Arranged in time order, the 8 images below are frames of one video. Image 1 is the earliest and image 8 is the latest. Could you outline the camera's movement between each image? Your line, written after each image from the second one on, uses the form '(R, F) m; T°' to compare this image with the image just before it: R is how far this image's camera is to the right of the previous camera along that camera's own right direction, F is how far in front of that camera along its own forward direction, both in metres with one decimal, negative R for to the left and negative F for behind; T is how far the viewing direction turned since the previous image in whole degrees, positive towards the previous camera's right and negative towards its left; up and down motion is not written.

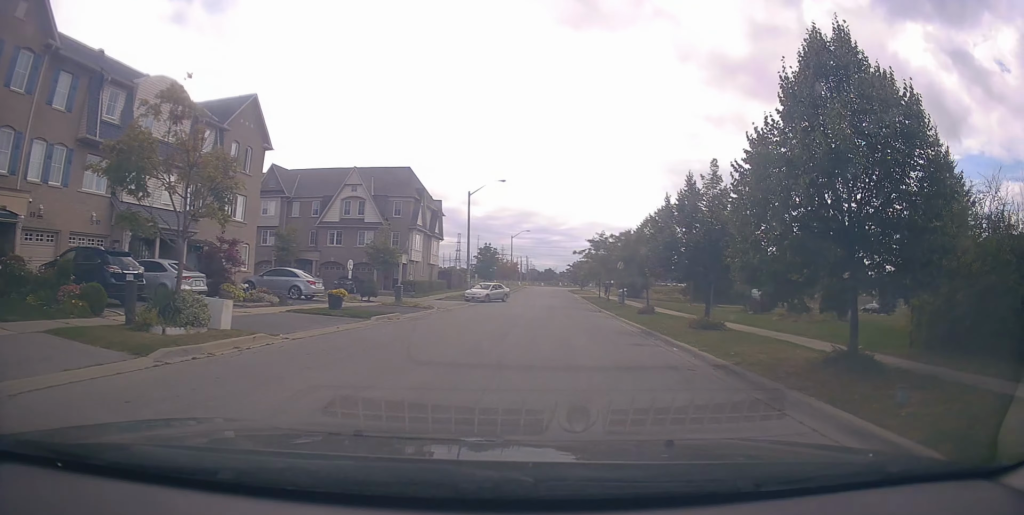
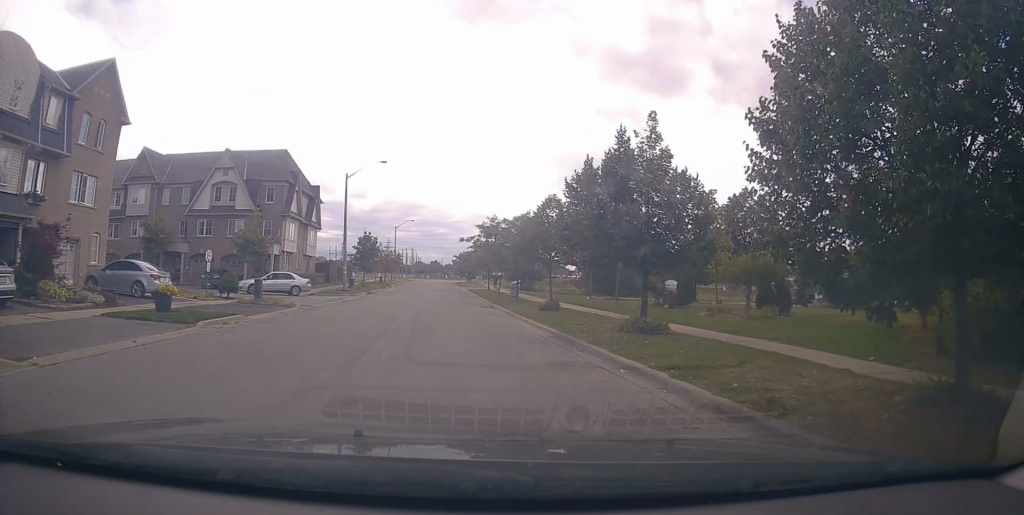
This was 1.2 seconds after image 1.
(+0.8, +4.4) m; +13°
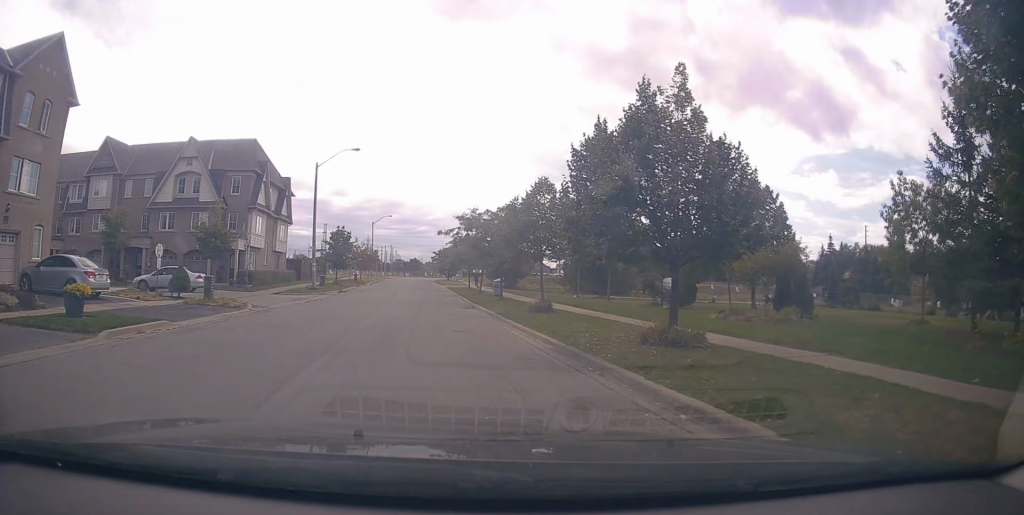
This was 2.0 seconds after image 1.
(+0.1, +3.1) m; +2°
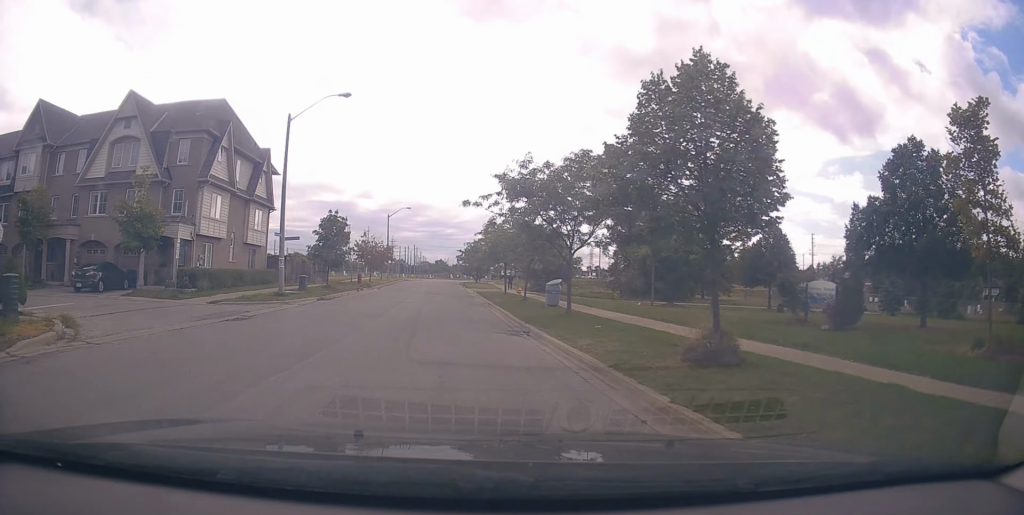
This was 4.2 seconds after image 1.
(+0.7, +12.1) m; +5°
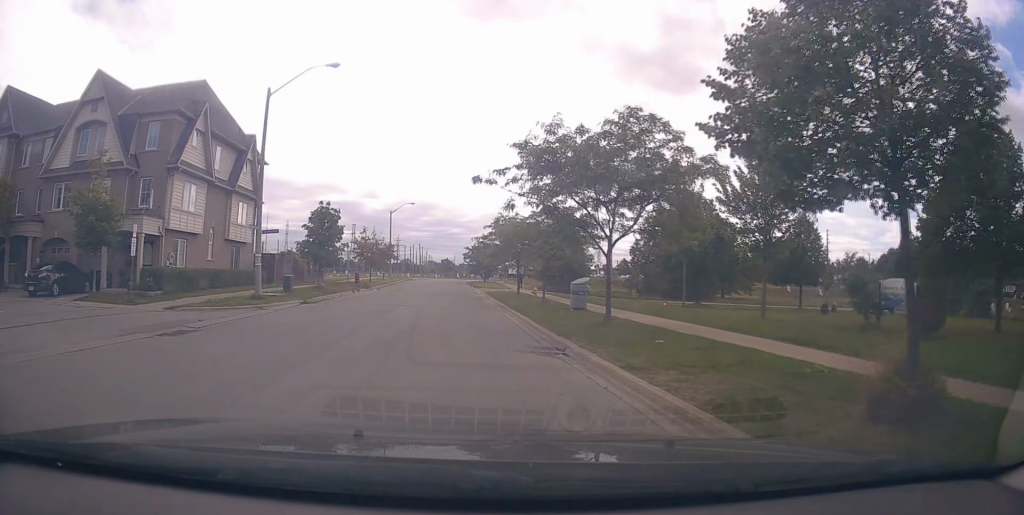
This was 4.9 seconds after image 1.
(-0.1, +4.0) m; 0°
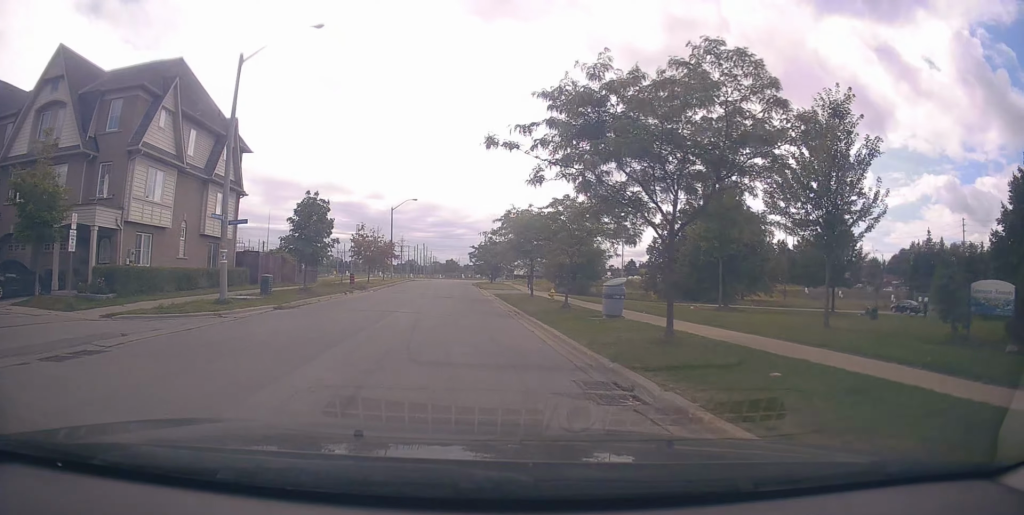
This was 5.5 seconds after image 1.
(+0.2, +4.0) m; -1°
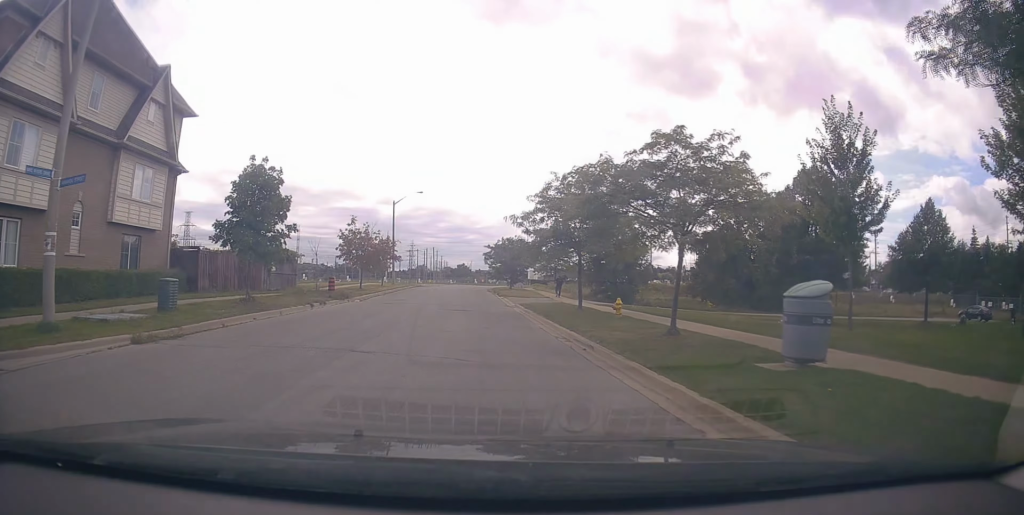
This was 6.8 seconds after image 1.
(-0.5, +9.5) m; -6°
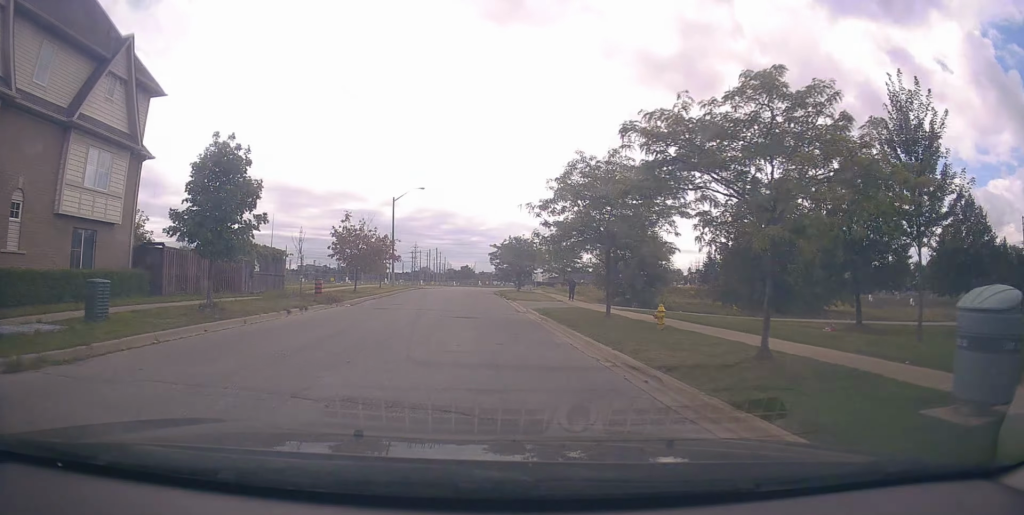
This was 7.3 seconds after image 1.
(-0.1, +3.5) m; 0°
